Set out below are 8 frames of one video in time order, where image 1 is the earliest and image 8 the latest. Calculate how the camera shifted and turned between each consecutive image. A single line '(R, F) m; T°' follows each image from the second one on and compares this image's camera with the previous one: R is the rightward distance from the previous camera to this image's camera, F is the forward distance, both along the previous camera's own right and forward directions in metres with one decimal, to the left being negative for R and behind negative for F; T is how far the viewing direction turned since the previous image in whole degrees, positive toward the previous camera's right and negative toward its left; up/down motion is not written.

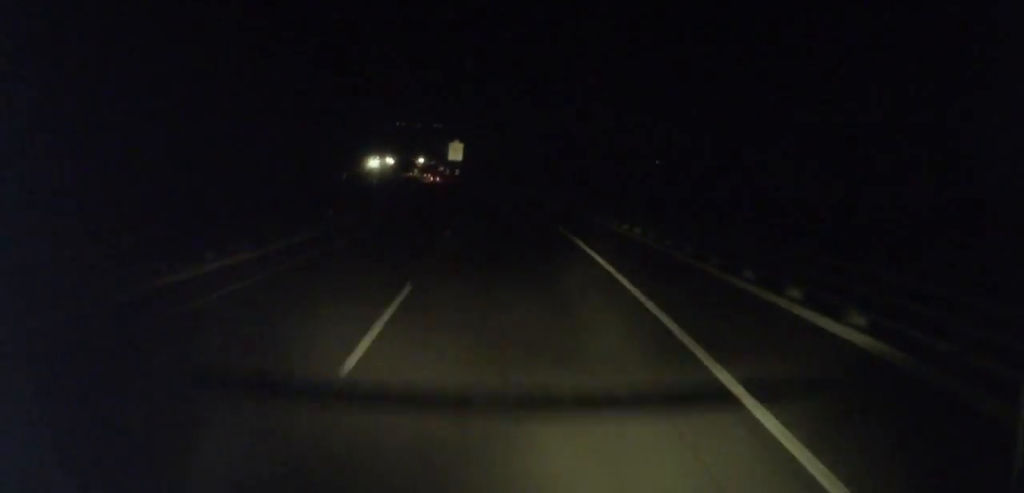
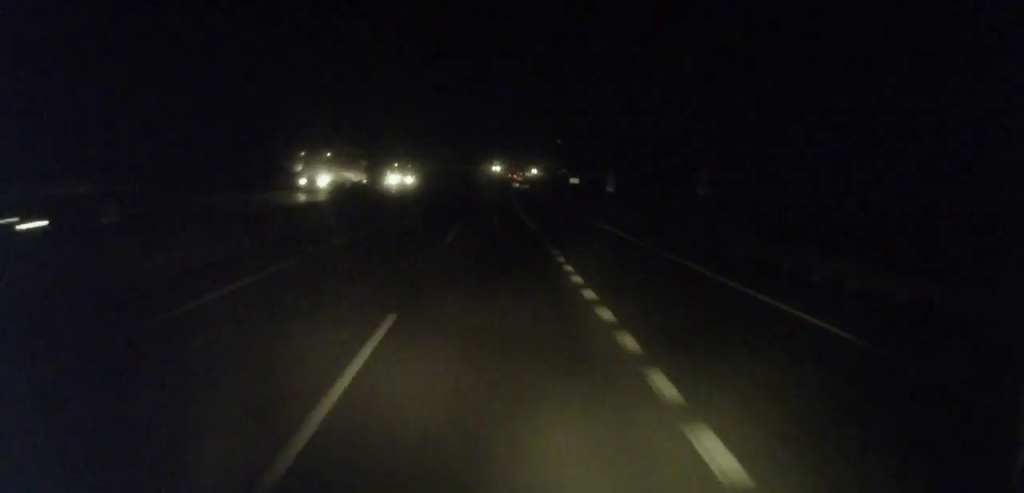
(-15.1, +154.5) m; -9°
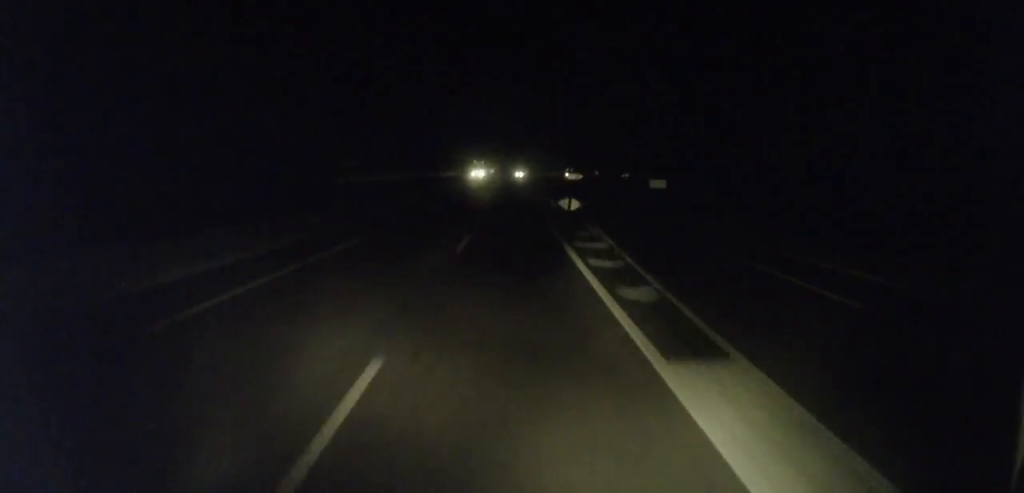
(-1.7, +69.1) m; 0°
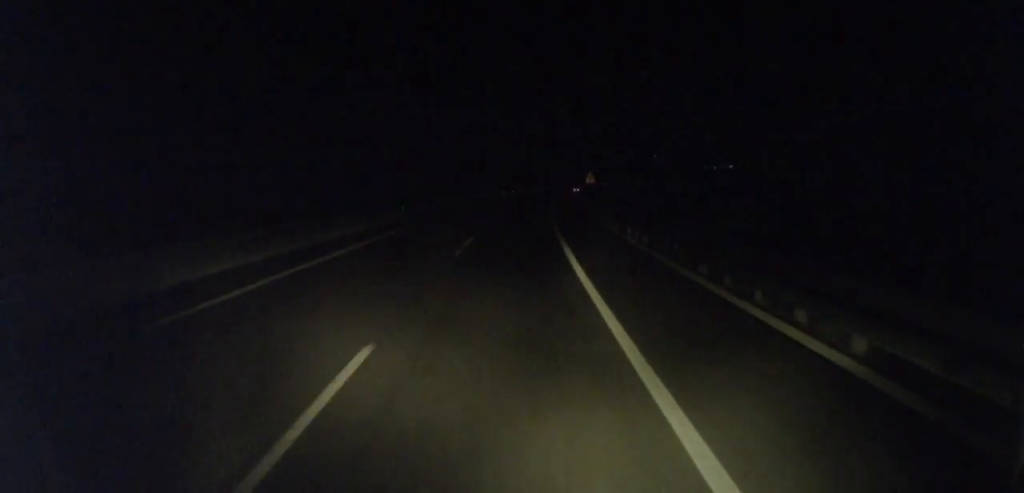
(+16.6, +217.2) m; +11°
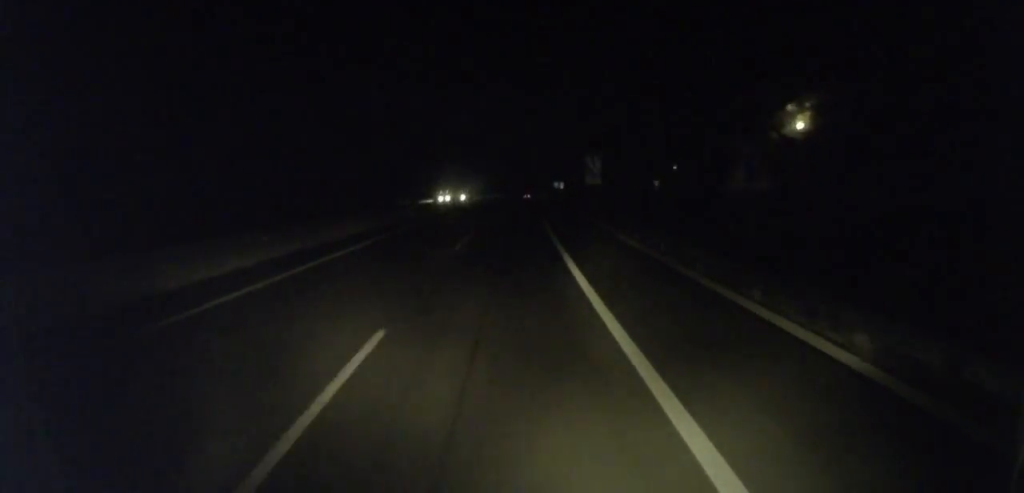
(+3.0, +67.5) m; +4°
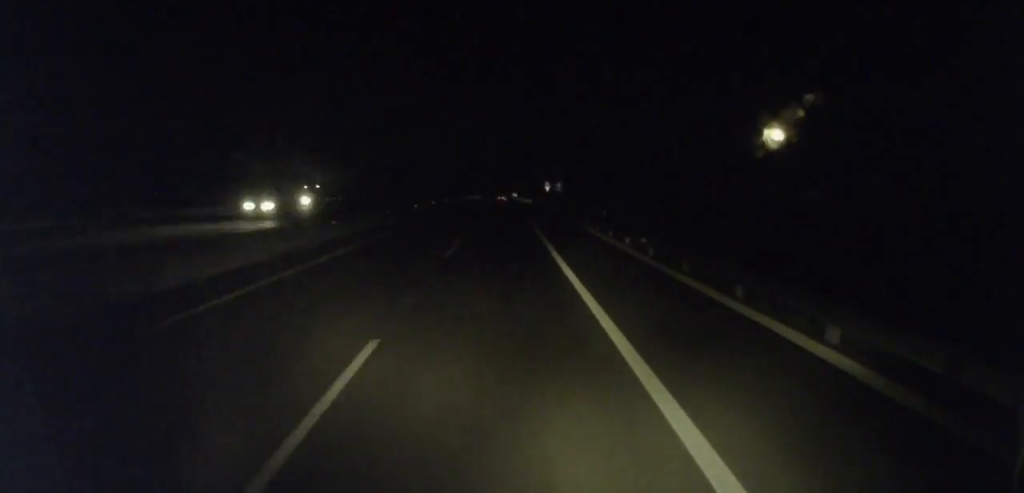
(+0.9, +52.1) m; +3°
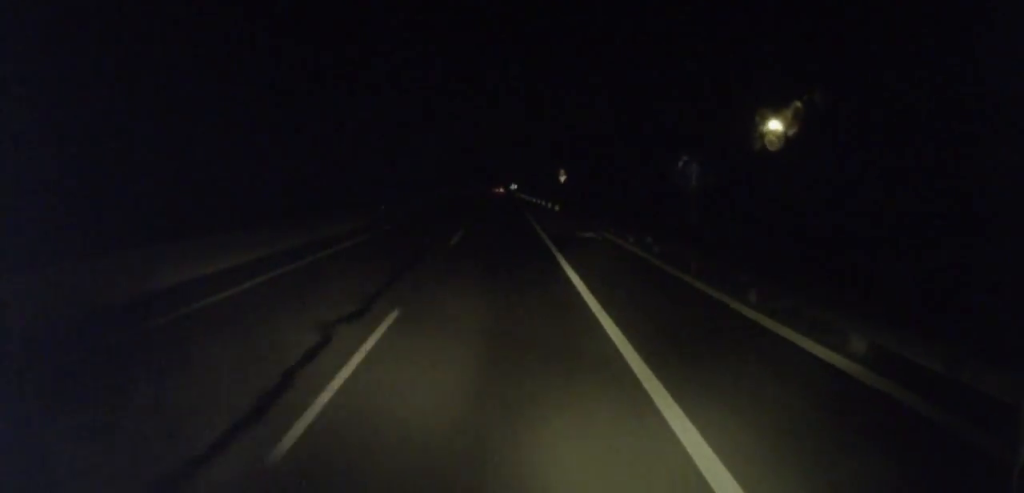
(+1.9, +49.3) m; +1°
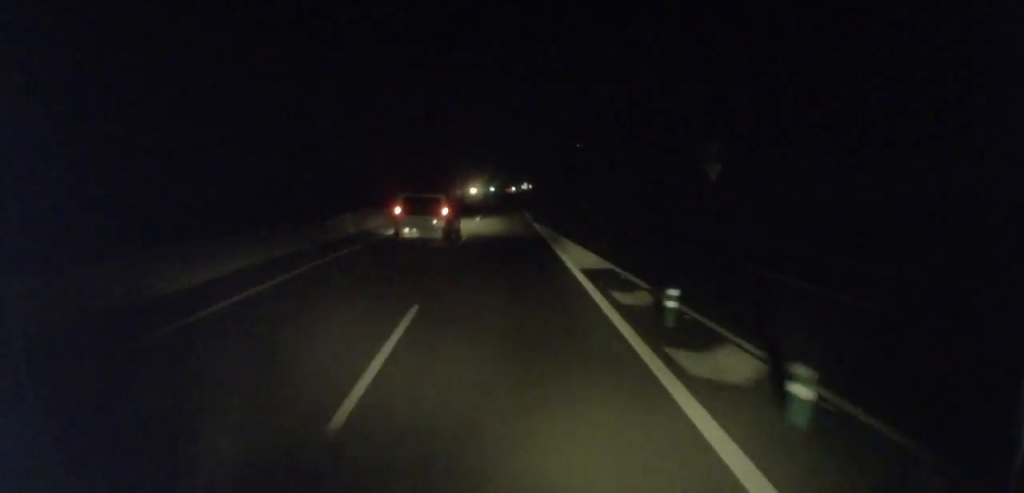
(+1.1, +87.2) m; +1°
